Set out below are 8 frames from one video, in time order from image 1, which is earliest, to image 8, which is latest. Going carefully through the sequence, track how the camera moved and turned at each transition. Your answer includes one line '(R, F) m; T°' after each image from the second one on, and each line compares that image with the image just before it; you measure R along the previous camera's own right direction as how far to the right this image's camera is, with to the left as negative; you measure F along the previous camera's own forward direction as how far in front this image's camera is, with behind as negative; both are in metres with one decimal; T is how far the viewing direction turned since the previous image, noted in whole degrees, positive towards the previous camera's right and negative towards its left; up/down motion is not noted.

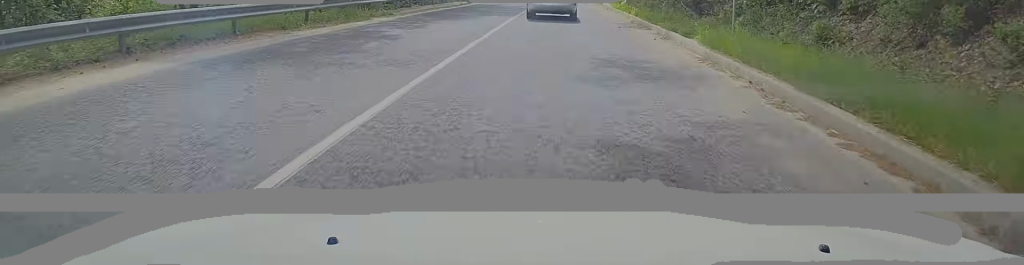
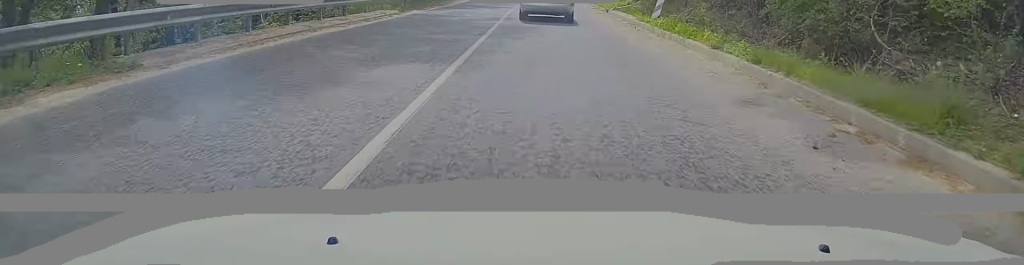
(+1.3, +14.1) m; +7°
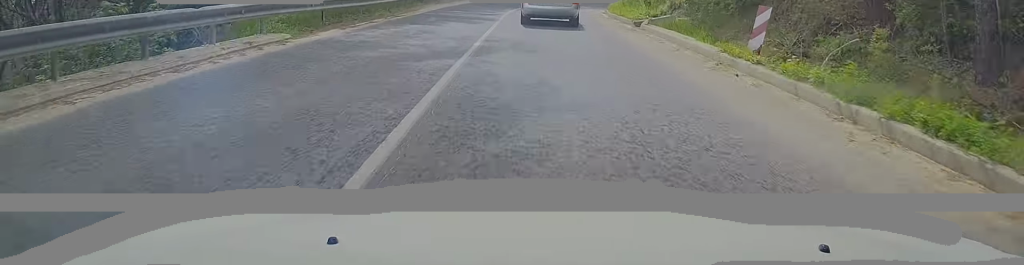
(+0.3, +10.1) m; -1°
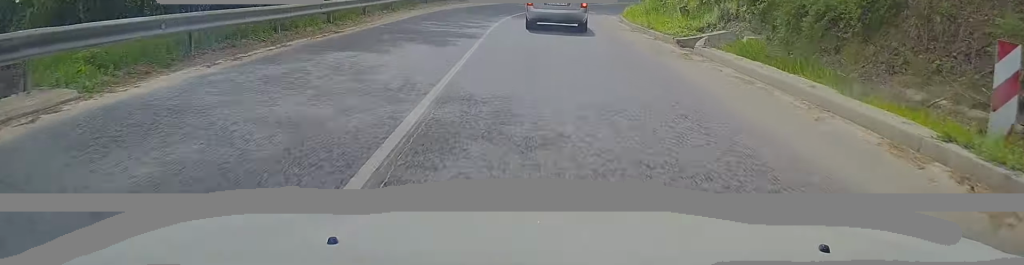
(+0.1, +6.8) m; 0°
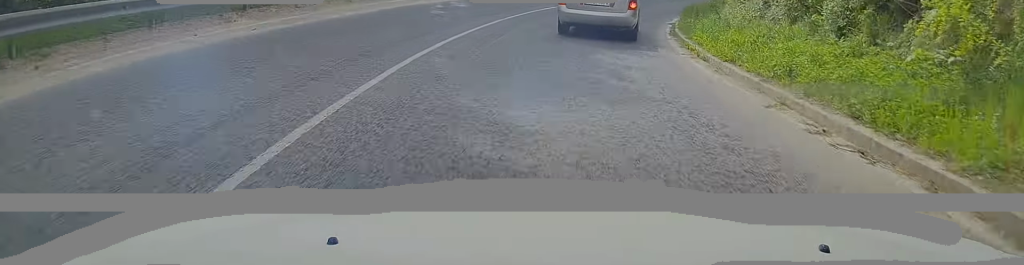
(0.0, +22.8) m; +4°
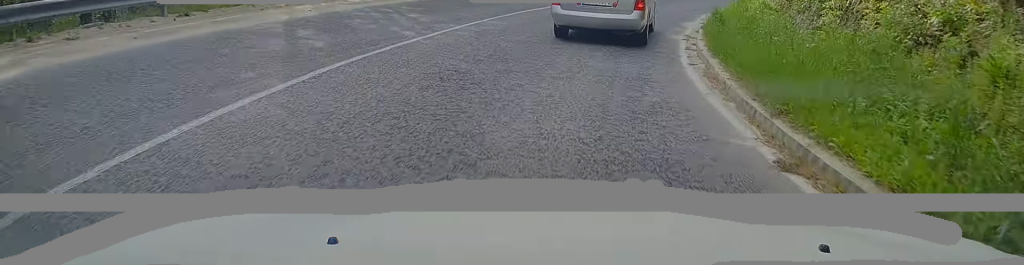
(+1.0, +17.8) m; +12°
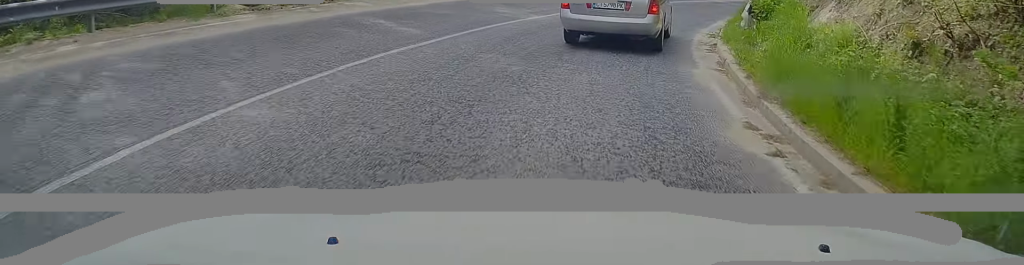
(+1.1, +9.1) m; +10°
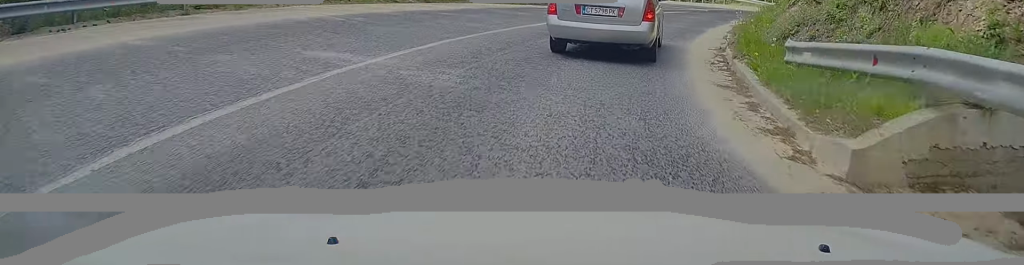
(+2.5, +17.7) m; +18°
